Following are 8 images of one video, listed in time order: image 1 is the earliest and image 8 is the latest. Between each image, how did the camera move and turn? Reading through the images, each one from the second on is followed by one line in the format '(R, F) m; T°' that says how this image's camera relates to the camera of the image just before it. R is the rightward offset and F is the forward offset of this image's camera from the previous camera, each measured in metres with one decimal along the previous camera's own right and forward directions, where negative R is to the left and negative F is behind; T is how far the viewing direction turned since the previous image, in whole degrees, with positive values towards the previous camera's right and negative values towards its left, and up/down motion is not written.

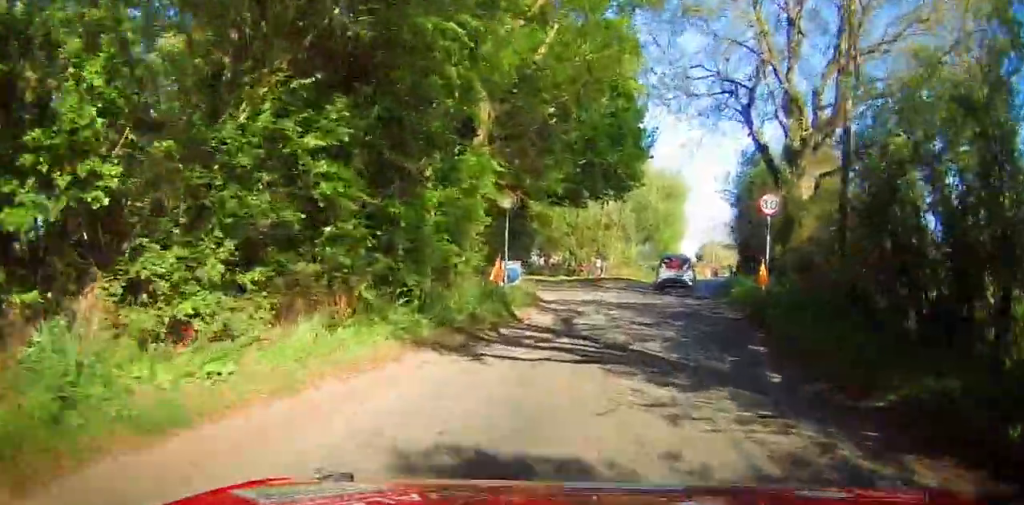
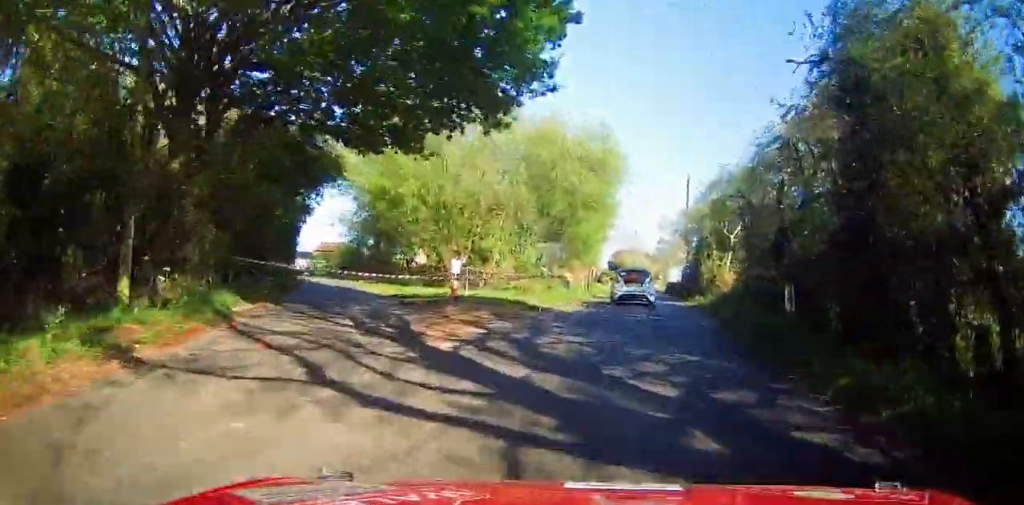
(-0.3, +21.3) m; +5°
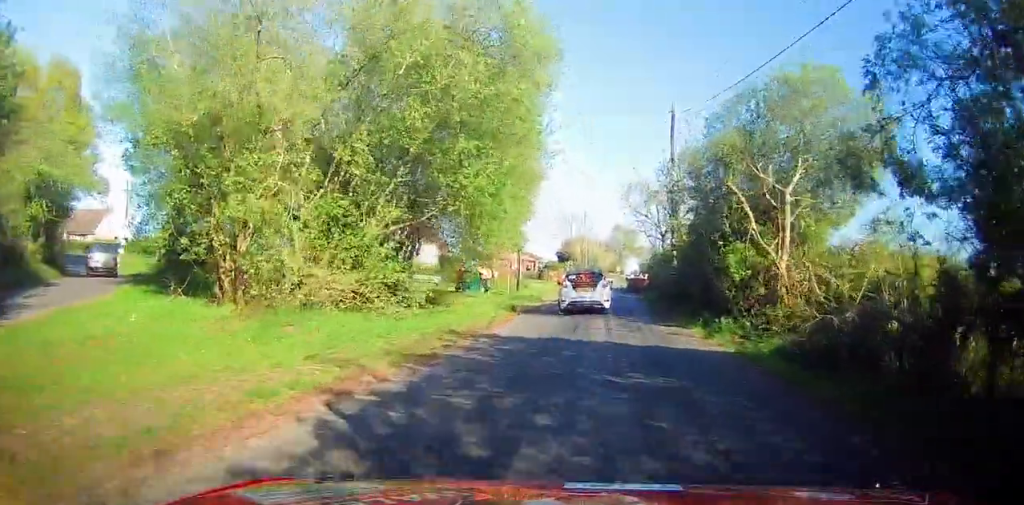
(+1.8, +16.9) m; +1°
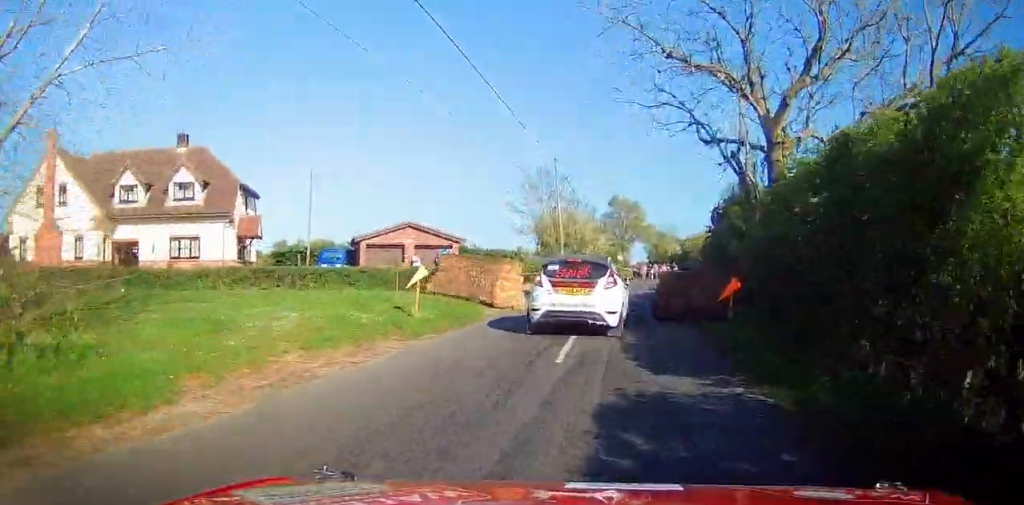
(+6.4, +37.1) m; +22°
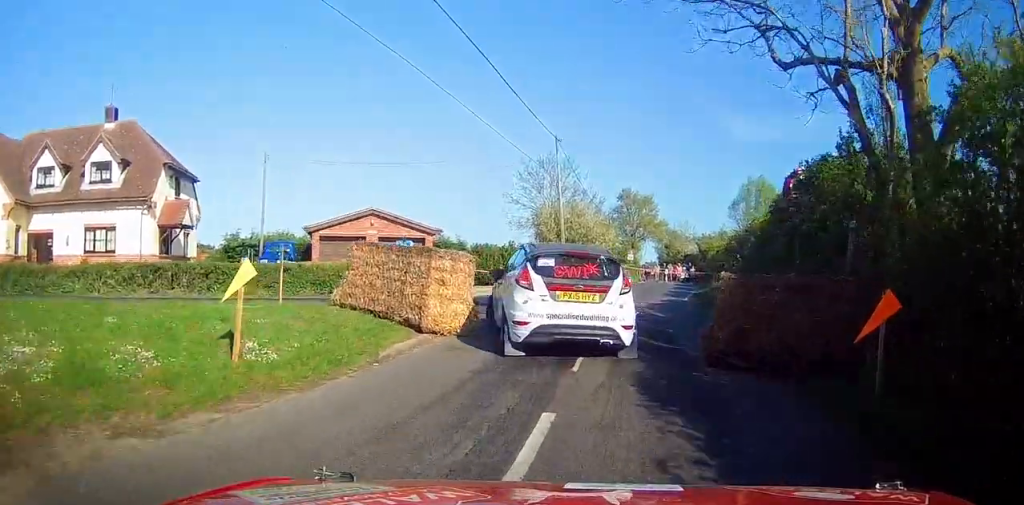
(-1.6, +7.3) m; -7°
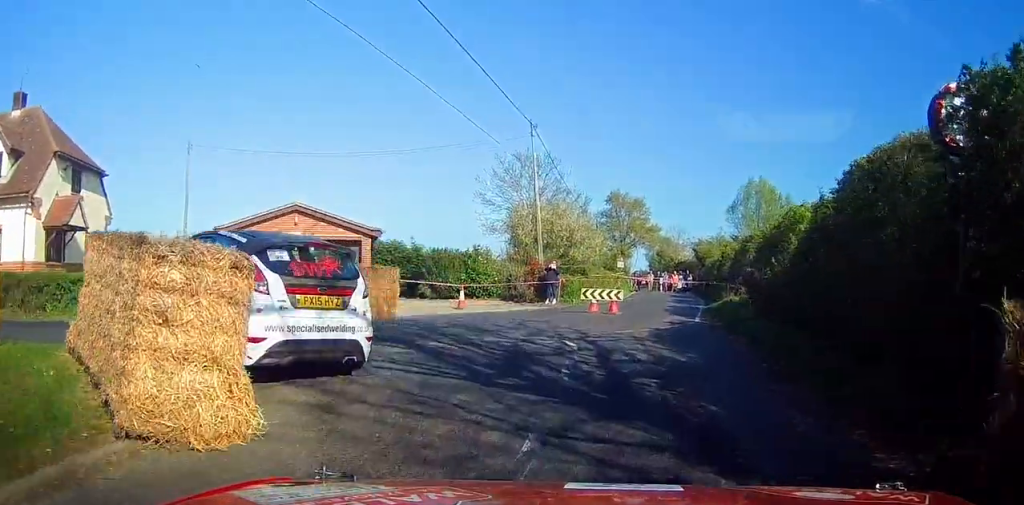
(-0.4, +7.7) m; -14°
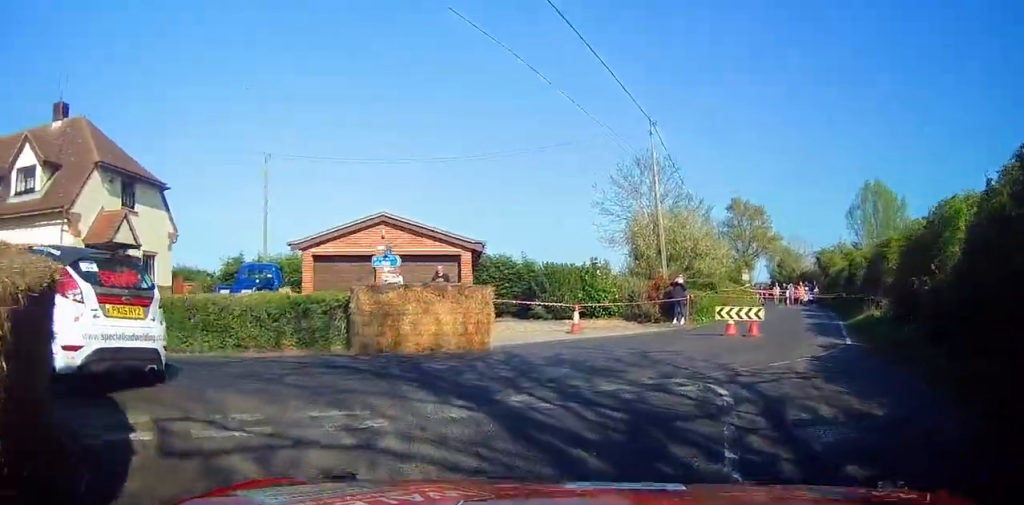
(+0.6, +3.7) m; -11°
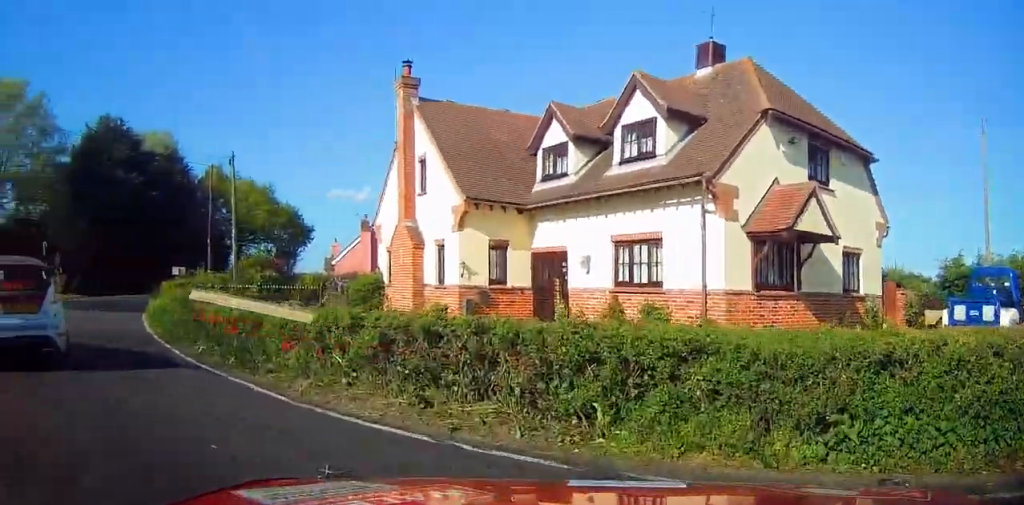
(-3.8, +5.4) m; -50°
